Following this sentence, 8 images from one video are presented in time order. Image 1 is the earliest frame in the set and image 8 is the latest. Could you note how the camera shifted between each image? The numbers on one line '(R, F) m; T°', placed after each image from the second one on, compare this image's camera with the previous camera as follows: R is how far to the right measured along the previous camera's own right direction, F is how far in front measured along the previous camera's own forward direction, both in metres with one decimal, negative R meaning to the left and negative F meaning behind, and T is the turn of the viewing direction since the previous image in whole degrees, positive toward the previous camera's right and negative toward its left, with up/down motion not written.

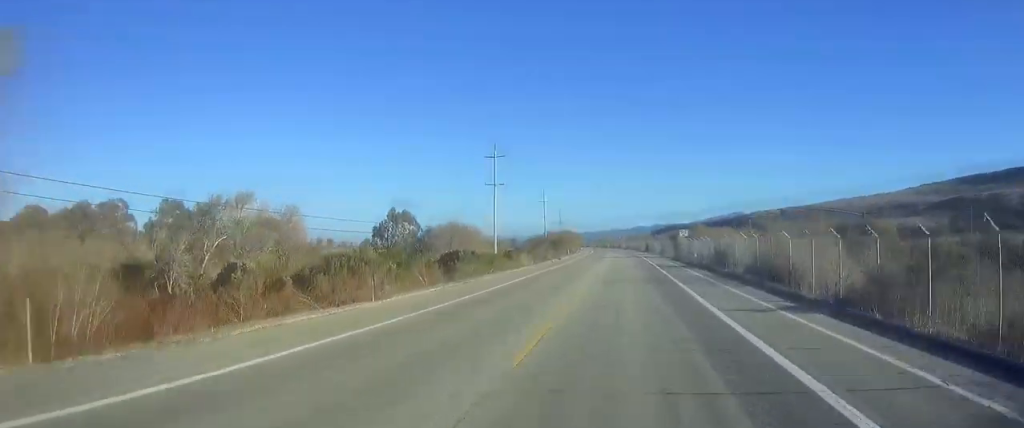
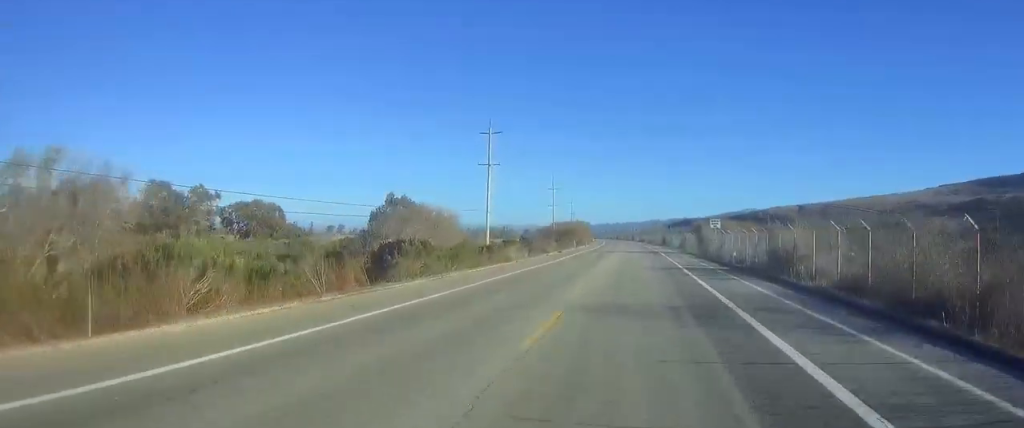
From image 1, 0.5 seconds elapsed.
(-0.2, +13.5) m; 0°
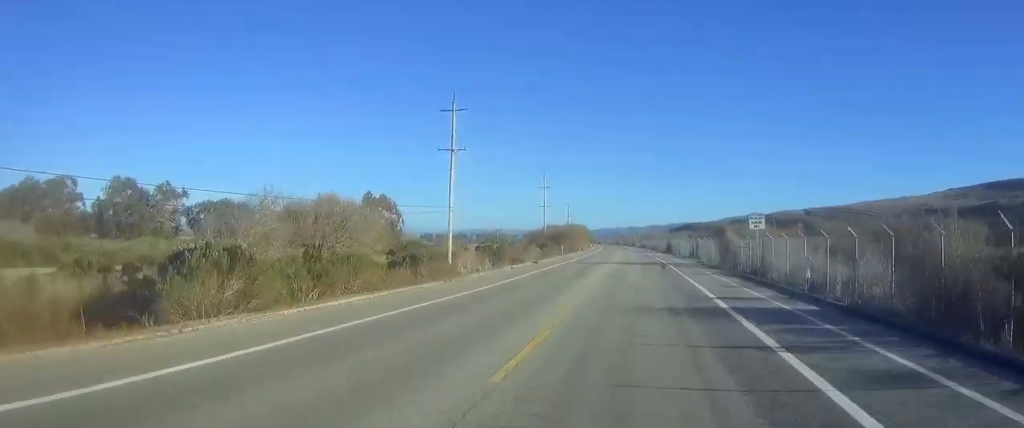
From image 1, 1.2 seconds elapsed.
(+0.3, +15.8) m; +1°
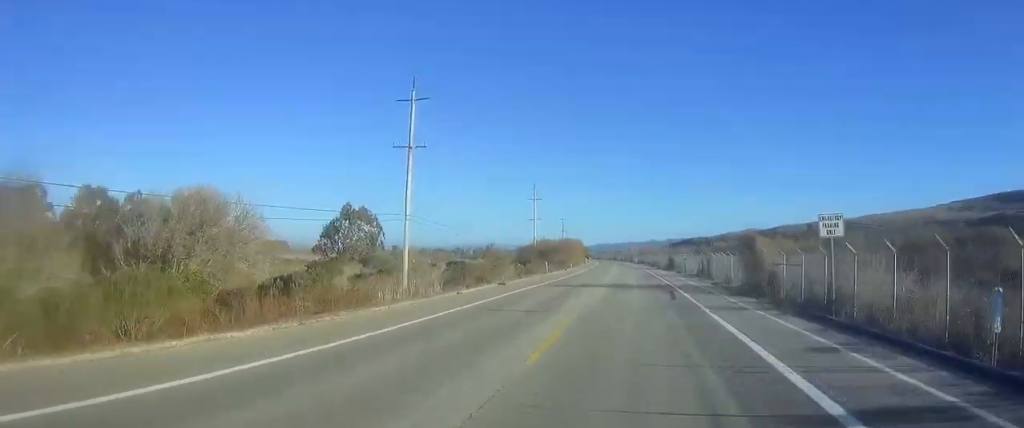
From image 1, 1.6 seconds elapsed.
(+0.1, +11.7) m; 0°
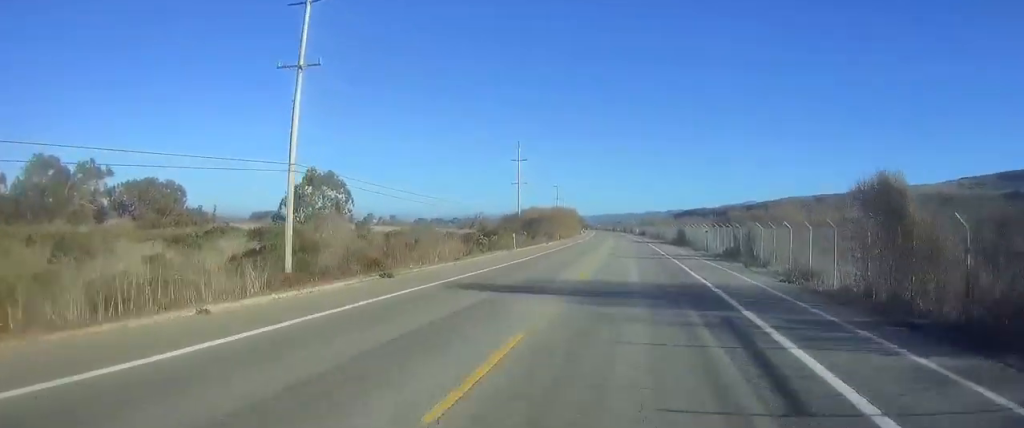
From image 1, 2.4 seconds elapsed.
(0.0, +18.9) m; -1°
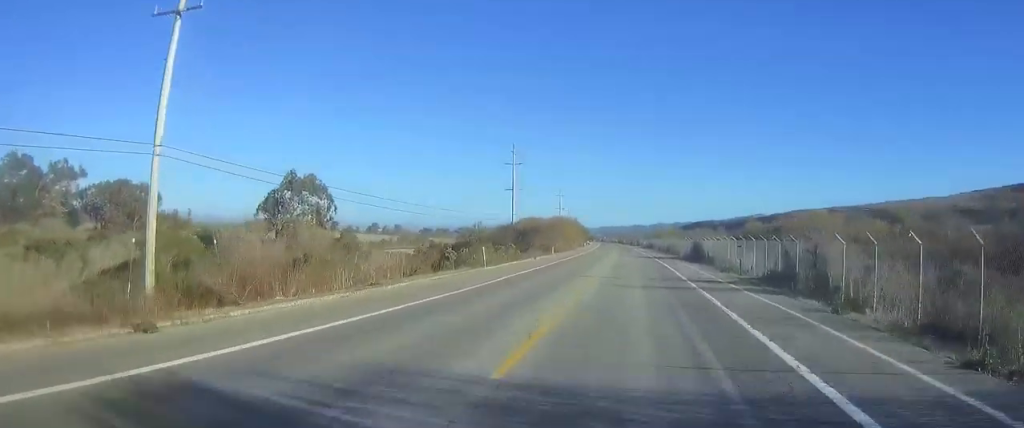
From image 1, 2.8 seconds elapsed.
(-0.2, +12.0) m; -1°
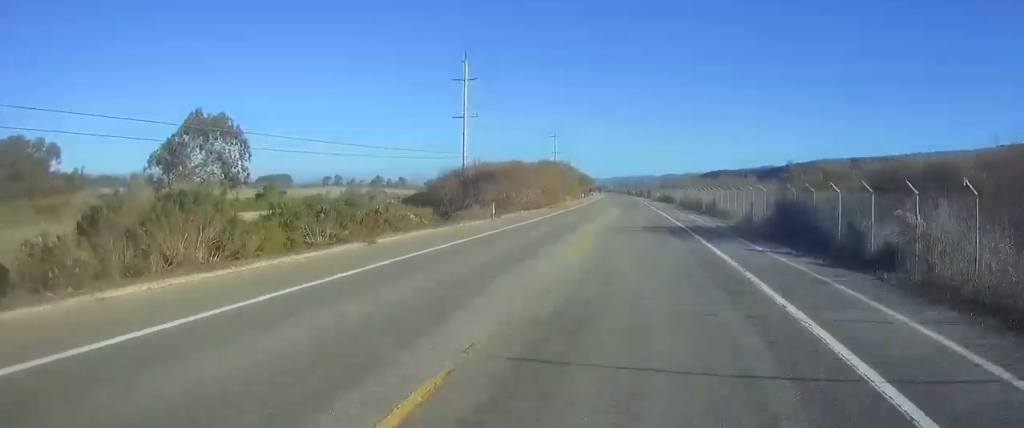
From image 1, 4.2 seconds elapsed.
(-0.3, +35.6) m; +1°
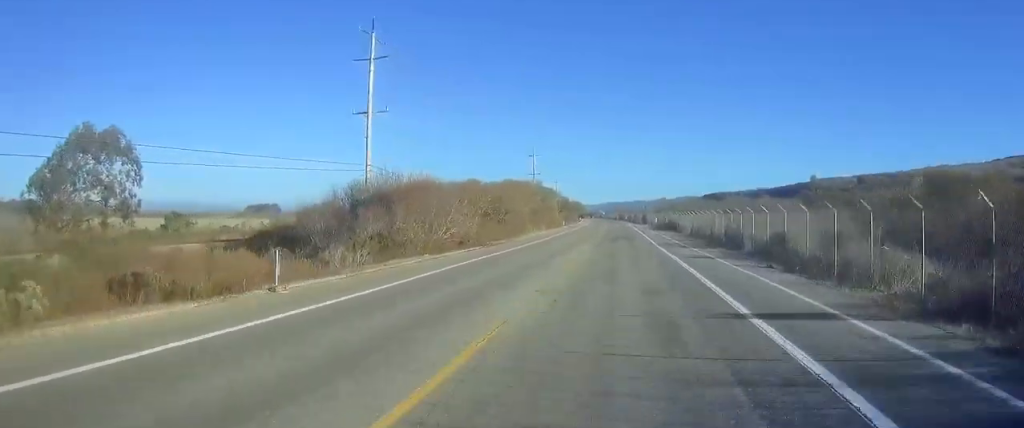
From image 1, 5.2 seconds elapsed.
(+0.4, +25.9) m; +1°
